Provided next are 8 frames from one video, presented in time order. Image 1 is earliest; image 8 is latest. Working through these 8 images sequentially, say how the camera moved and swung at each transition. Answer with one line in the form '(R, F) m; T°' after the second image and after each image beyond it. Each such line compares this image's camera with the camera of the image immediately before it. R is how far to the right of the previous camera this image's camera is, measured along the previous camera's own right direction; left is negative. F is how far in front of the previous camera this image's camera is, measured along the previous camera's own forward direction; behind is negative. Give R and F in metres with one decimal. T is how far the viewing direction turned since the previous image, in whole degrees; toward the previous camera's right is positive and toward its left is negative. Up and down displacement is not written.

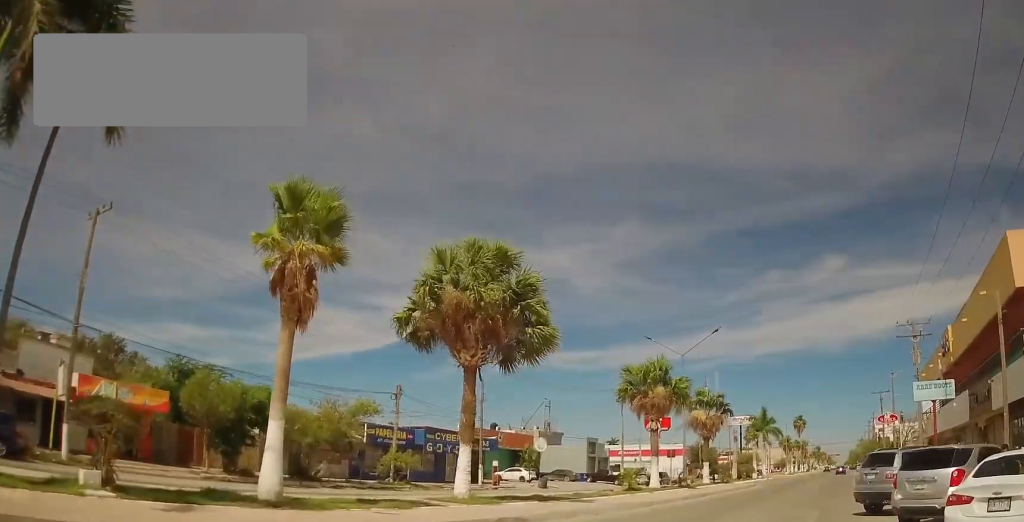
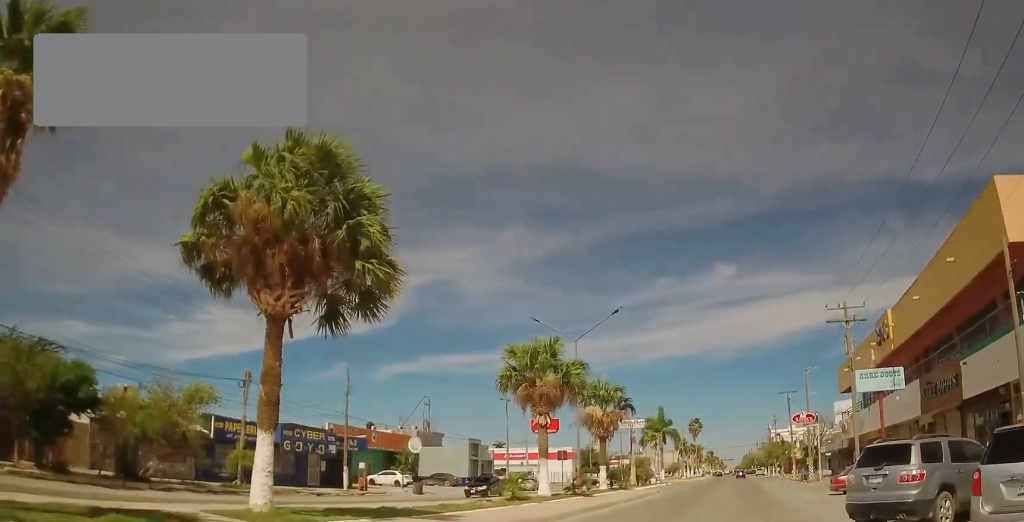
(+0.7, +6.0) m; +10°
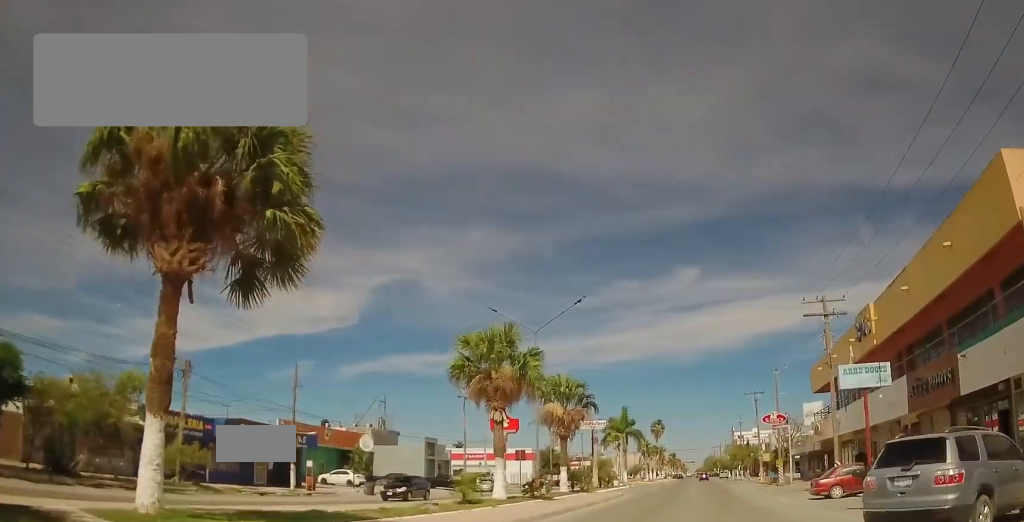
(+0.1, +2.6) m; +3°
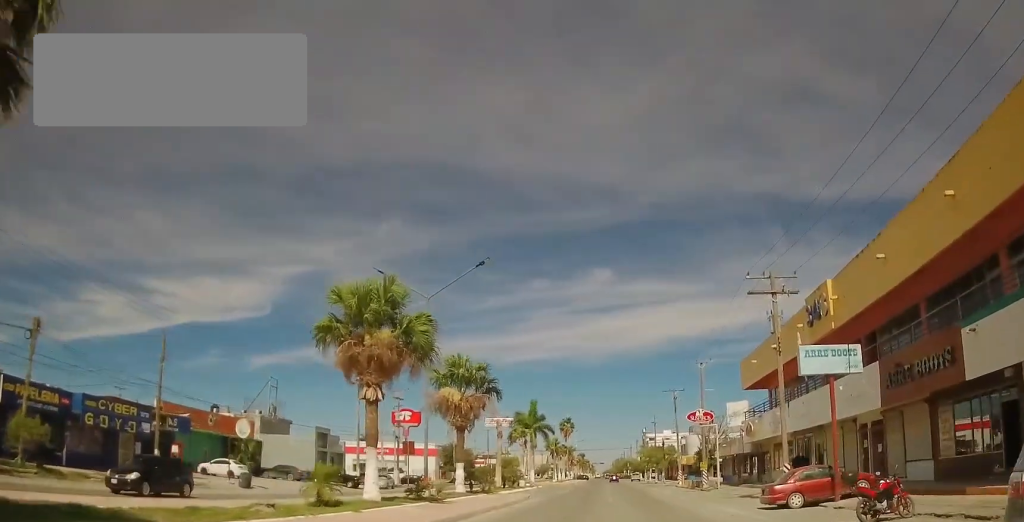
(+0.2, +5.7) m; +5°
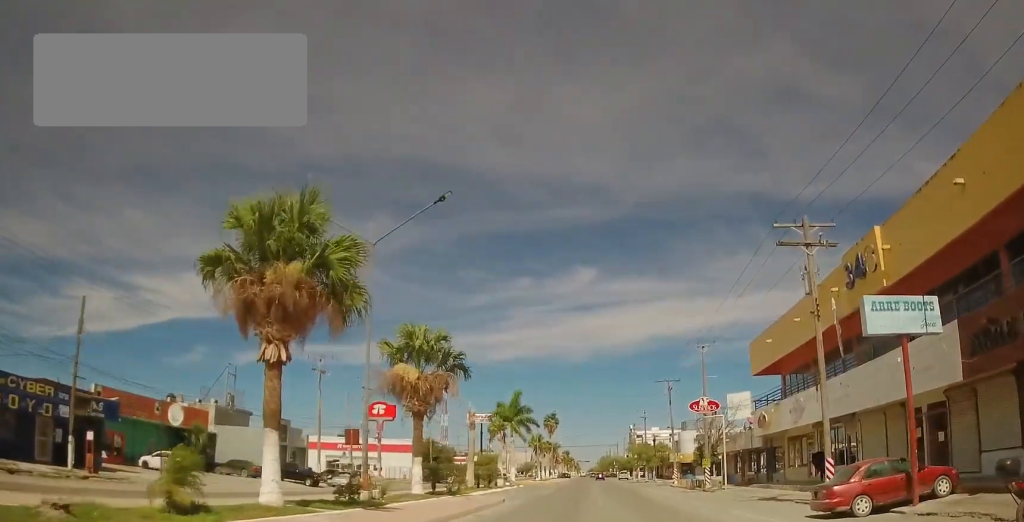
(+0.4, +6.0) m; -2°
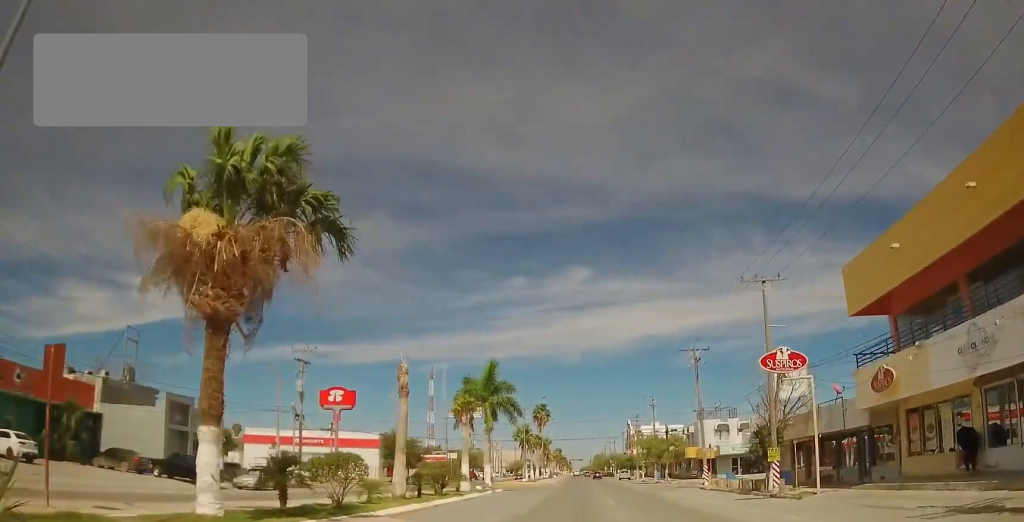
(-0.5, +15.3) m; +5°
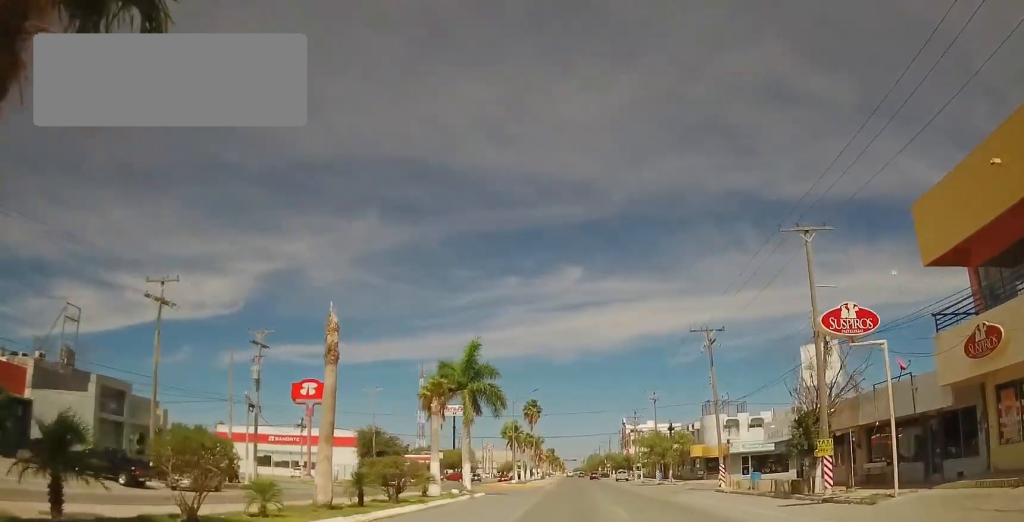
(+0.4, +6.7) m; 0°
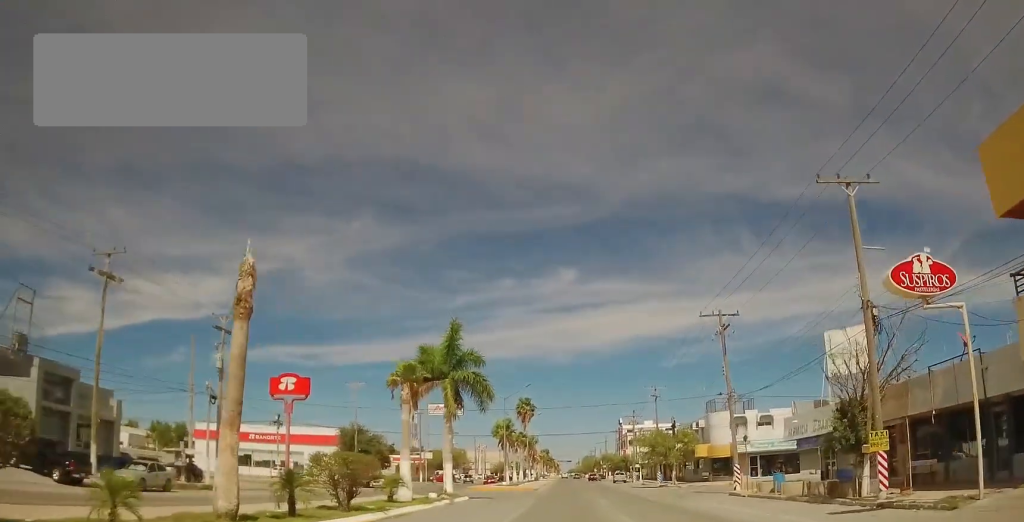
(0.0, +4.6) m; -1°
